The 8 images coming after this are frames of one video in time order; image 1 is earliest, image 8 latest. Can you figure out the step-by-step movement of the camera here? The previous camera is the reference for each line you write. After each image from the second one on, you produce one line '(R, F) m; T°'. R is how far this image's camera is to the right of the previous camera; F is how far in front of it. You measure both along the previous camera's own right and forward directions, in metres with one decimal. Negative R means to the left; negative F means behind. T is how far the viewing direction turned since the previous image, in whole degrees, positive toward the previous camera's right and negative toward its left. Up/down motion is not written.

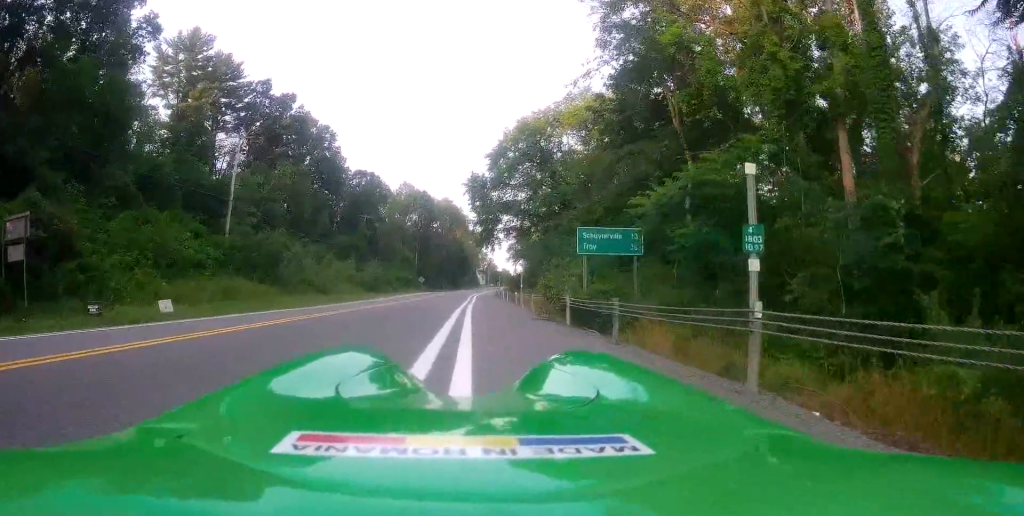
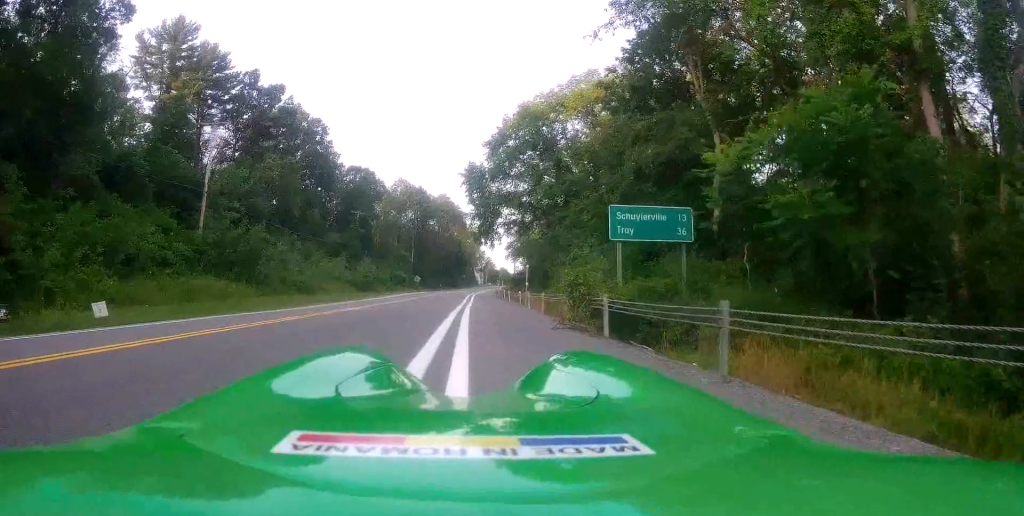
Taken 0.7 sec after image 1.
(0.0, +4.4) m; 0°
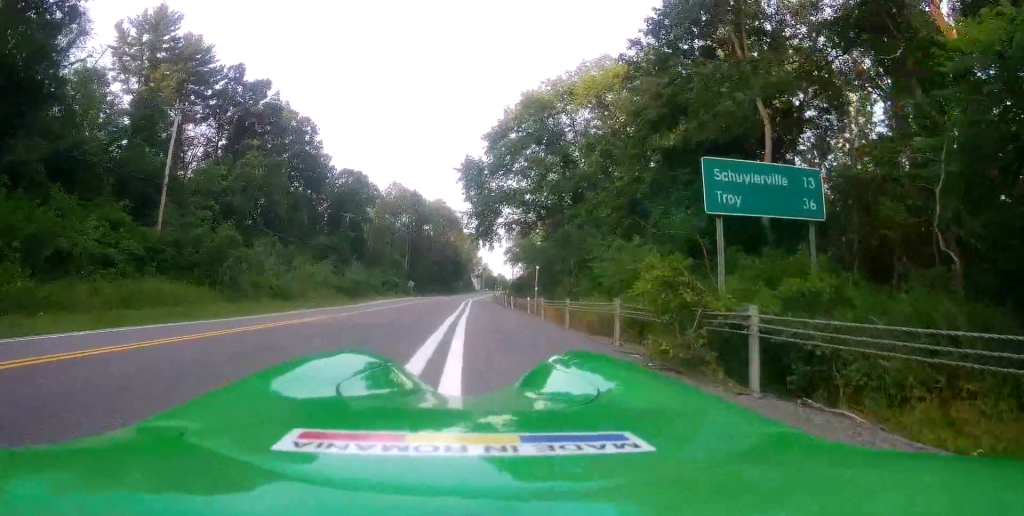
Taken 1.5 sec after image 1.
(-0.1, +5.7) m; +1°
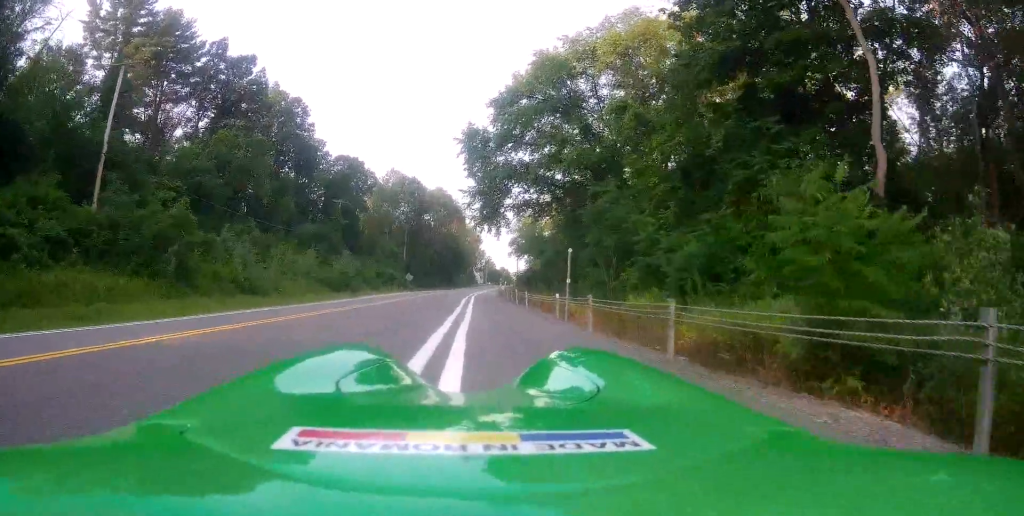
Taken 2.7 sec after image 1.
(+0.3, +7.3) m; +1°
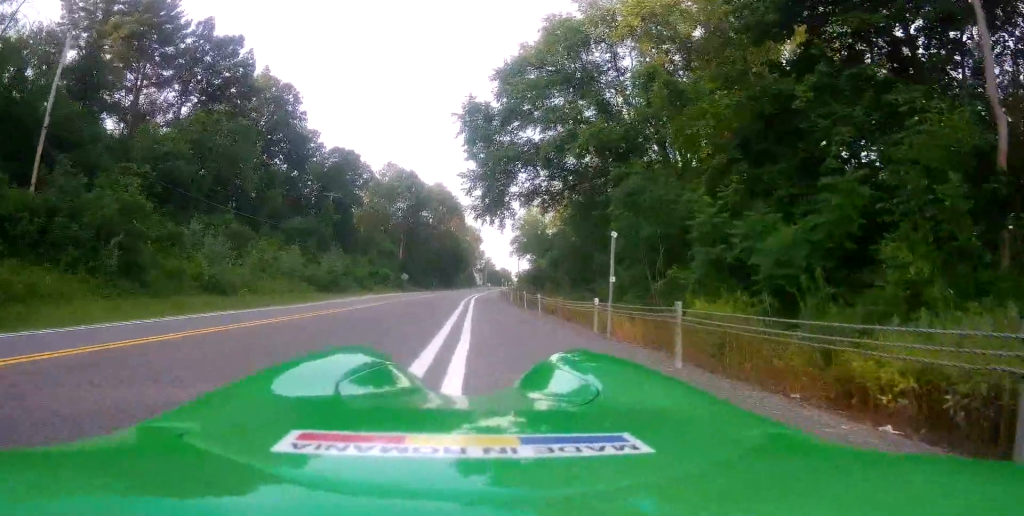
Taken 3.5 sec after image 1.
(-0.1, +5.0) m; -2°
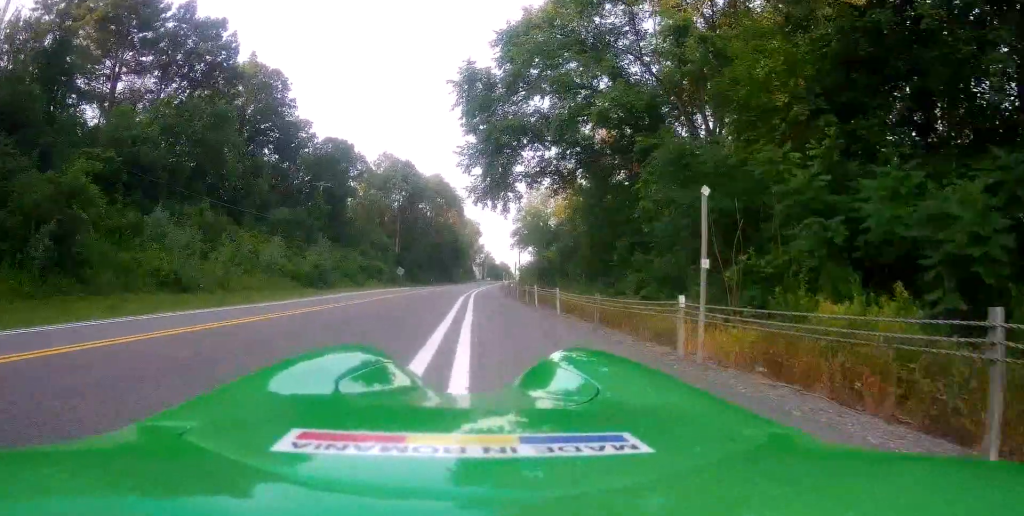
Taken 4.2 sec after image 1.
(0.0, +4.8) m; -4°
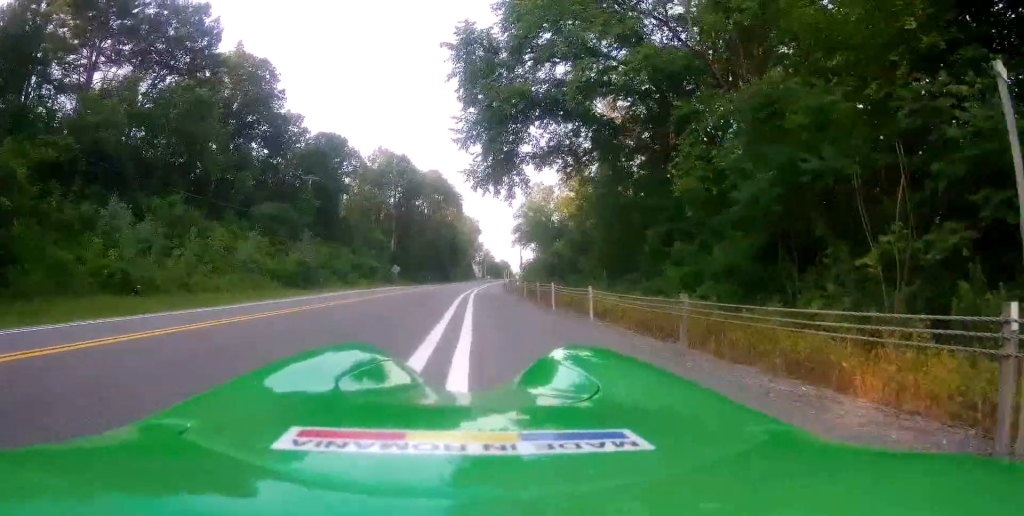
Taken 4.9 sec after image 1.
(-0.2, +4.5) m; -3°
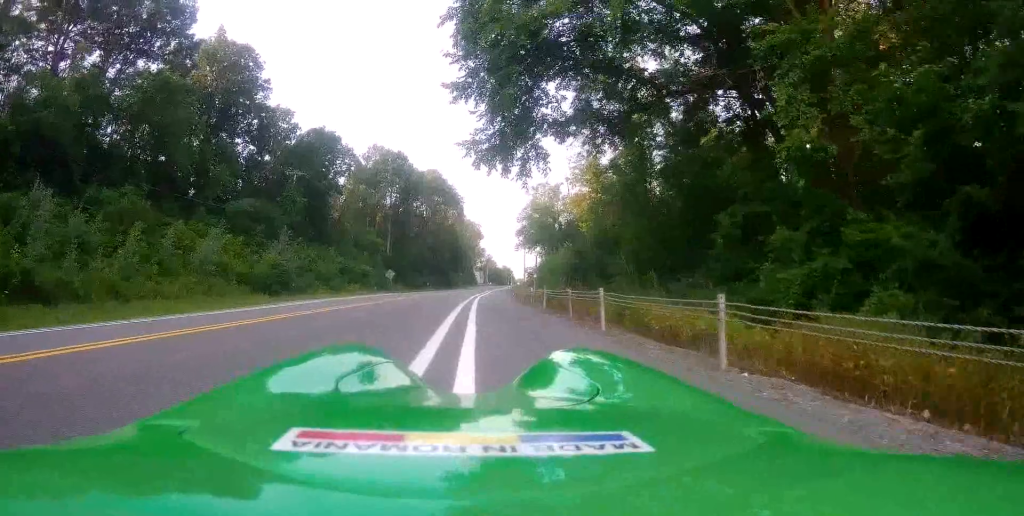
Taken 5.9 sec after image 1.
(-0.3, +6.6) m; -2°
